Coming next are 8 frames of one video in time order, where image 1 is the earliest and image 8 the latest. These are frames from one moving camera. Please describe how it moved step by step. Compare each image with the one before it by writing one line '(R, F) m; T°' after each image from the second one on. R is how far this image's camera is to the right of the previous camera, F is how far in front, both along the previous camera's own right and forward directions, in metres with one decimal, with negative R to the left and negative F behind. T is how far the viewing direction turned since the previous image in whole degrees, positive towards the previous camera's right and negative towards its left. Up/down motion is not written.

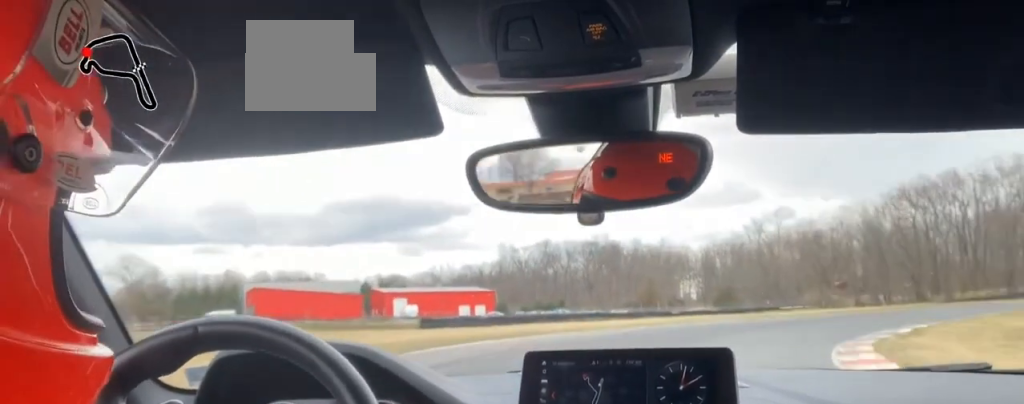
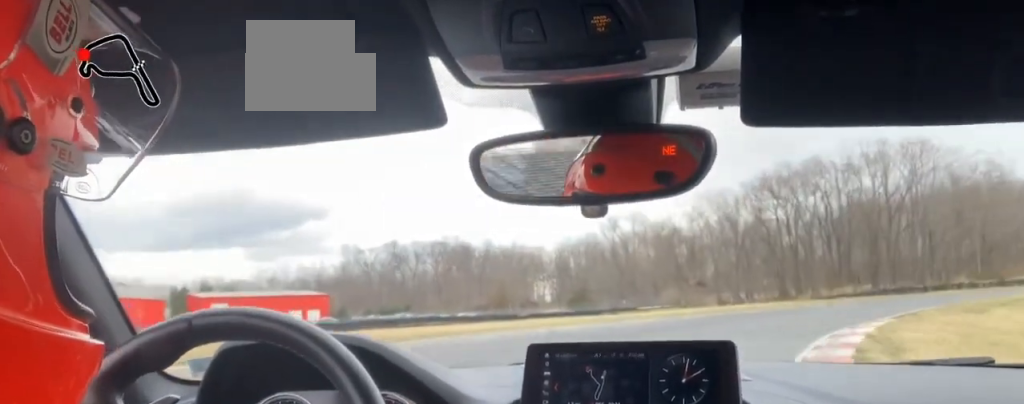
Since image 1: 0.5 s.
(+1.5, +16.9) m; +10°
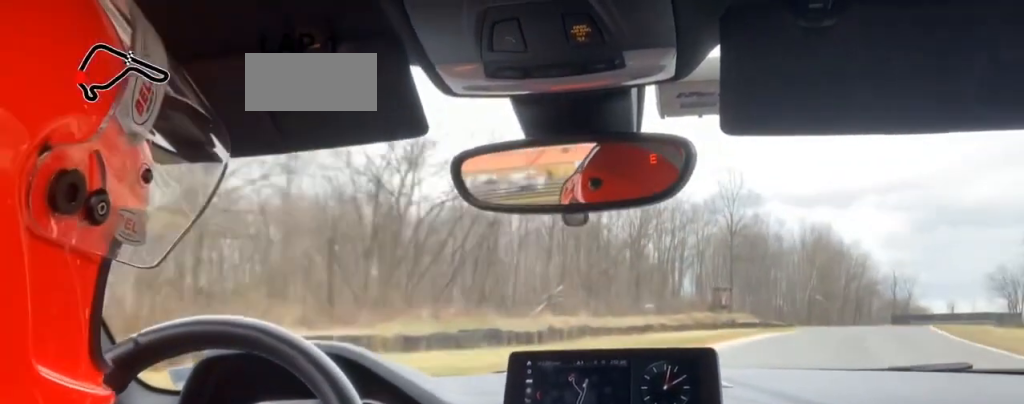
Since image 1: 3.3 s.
(+30.7, +81.9) m; +40°
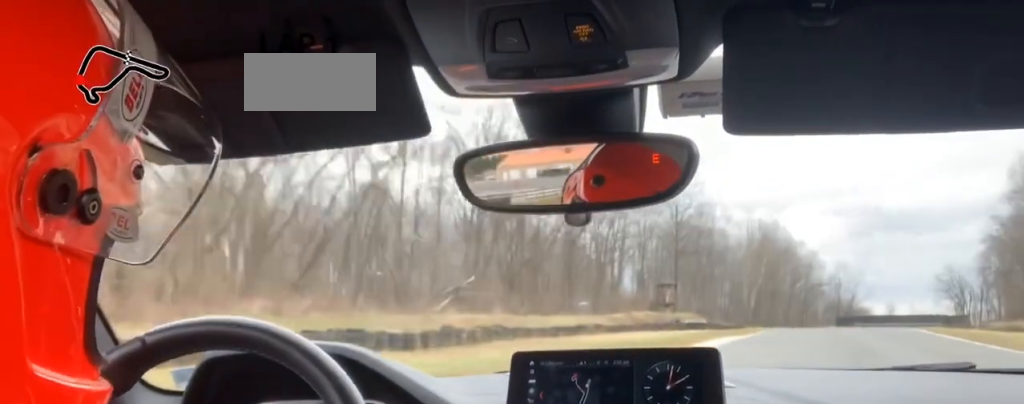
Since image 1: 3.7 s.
(+2.7, +14.1) m; +4°
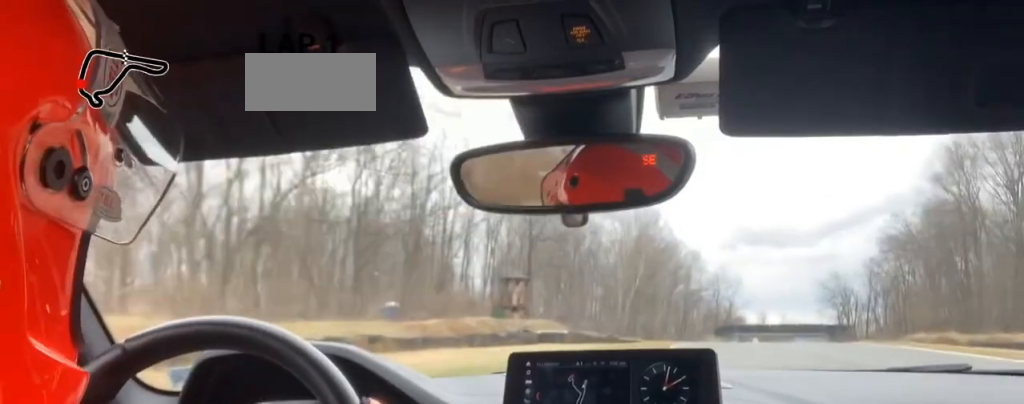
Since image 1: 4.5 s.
(+0.4, +31.1) m; 0°
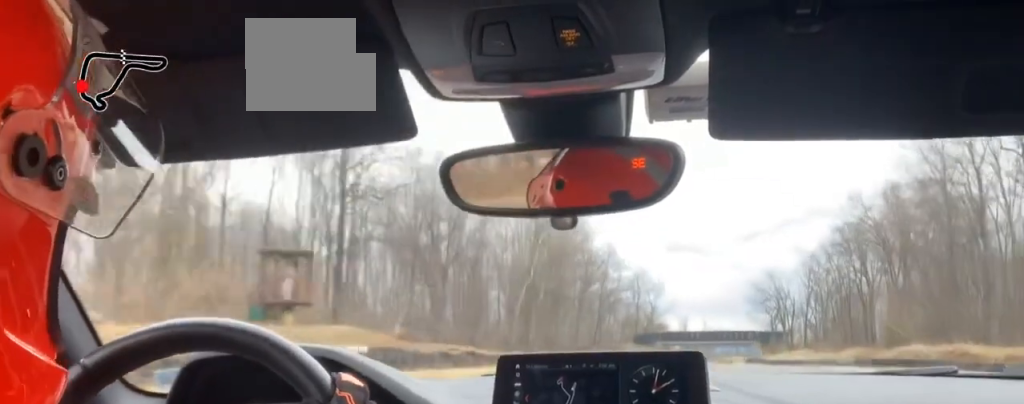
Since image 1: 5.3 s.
(-0.9, +32.7) m; +1°
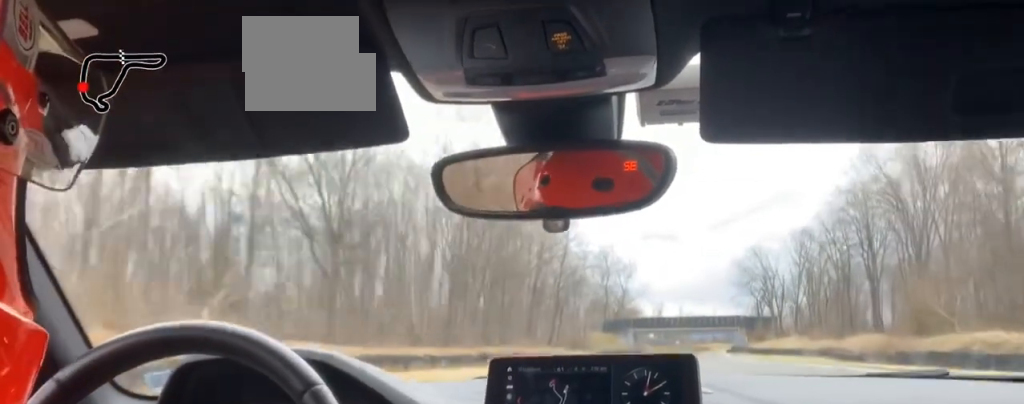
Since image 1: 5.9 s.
(-0.8, +24.3) m; +4°
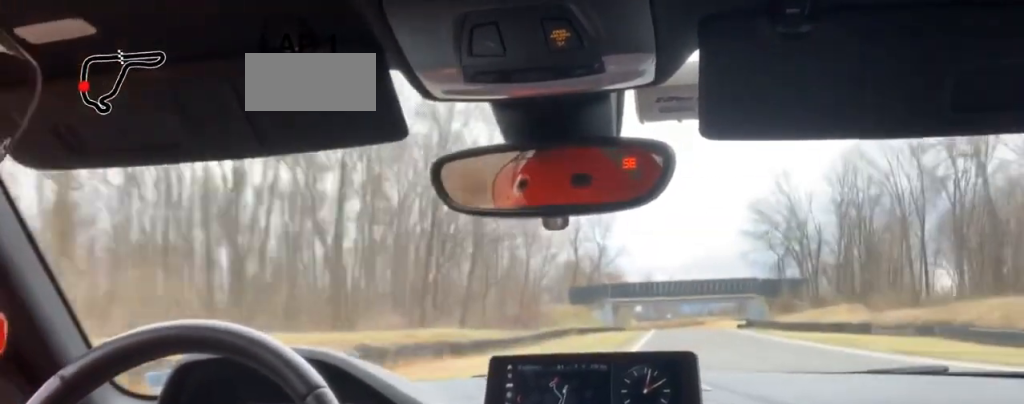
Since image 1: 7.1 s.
(+4.8, +49.2) m; +6°
